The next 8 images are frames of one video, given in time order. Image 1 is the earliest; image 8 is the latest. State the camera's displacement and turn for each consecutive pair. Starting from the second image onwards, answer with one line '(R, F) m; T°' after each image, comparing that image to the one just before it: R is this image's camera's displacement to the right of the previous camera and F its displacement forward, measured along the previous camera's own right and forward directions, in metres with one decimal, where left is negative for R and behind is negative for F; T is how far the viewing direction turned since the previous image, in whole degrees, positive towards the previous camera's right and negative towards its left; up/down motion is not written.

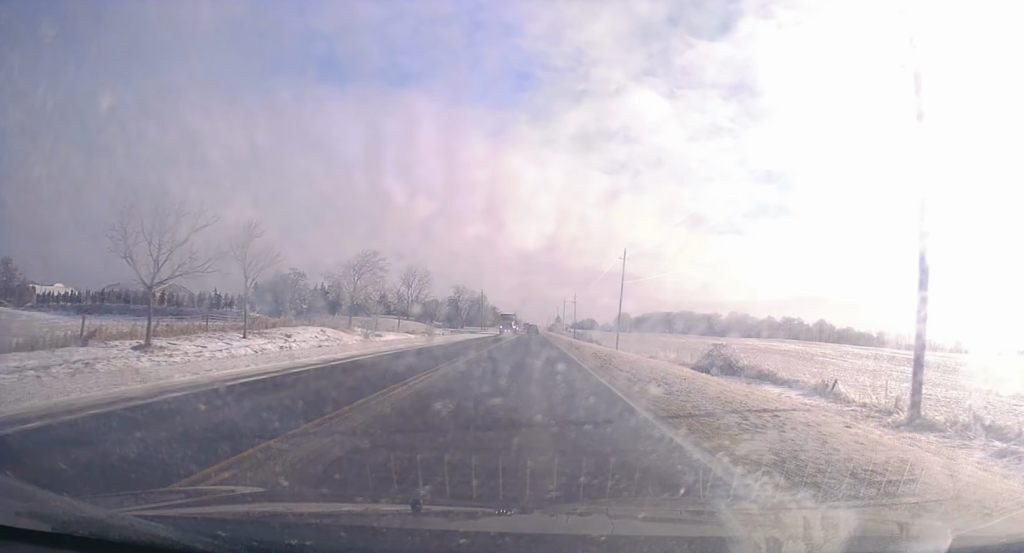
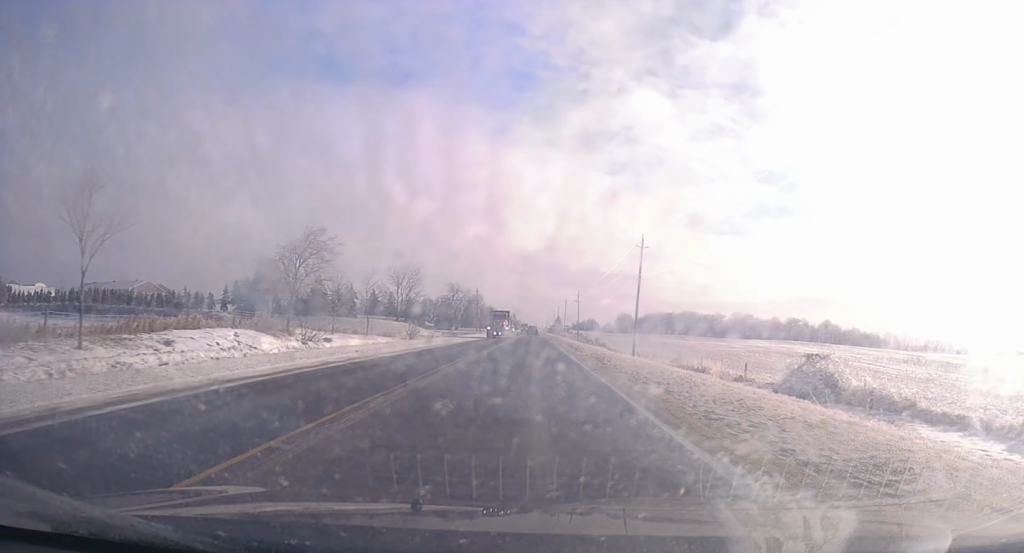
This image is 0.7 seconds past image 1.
(+0.2, +14.4) m; 0°
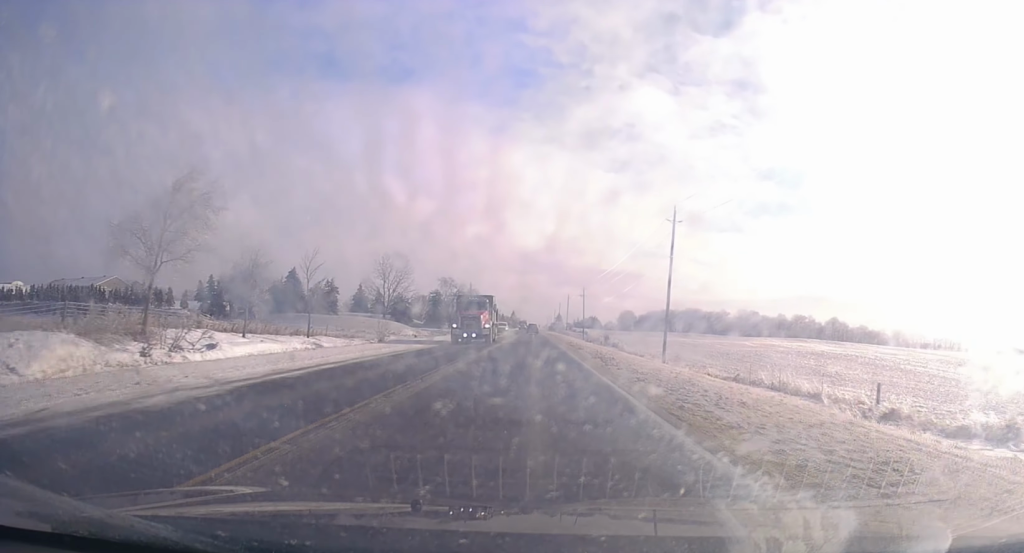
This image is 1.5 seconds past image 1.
(0.0, +16.5) m; -1°
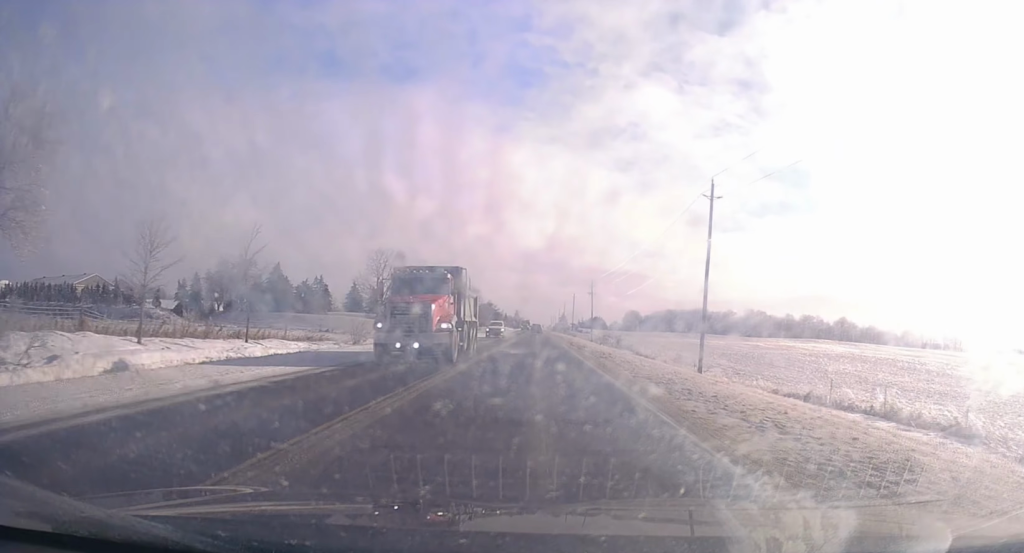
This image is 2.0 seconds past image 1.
(-0.1, +10.5) m; -1°
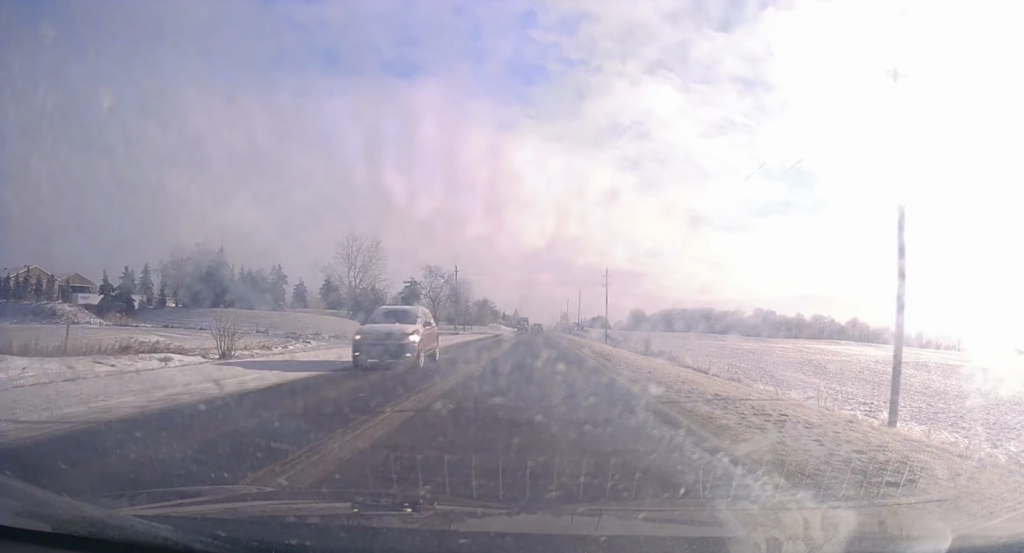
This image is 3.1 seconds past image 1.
(-0.5, +24.4) m; +1°
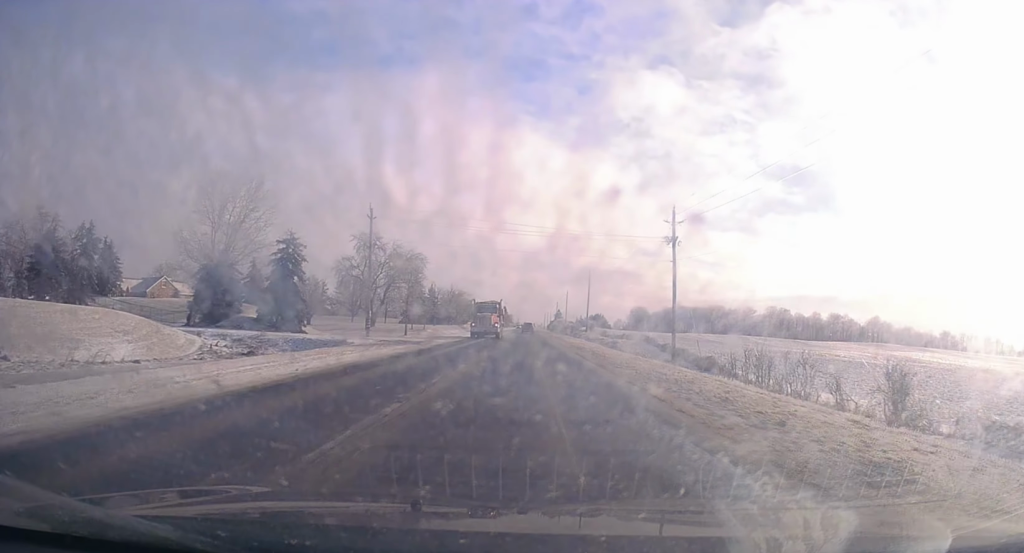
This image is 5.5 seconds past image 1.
(+1.7, +53.4) m; +2°
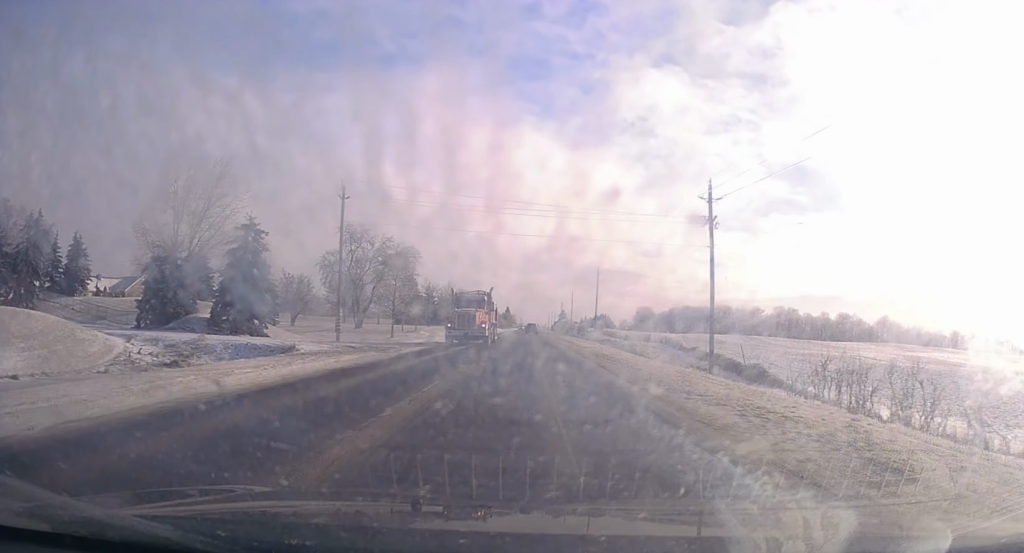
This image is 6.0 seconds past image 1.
(+0.3, +9.5) m; 0°
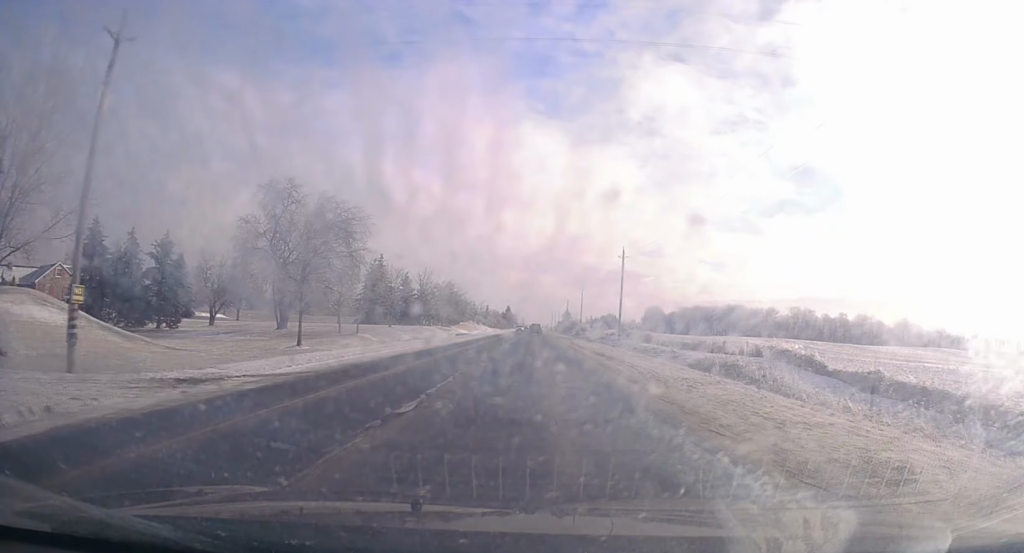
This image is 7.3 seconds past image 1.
(-0.6, +28.4) m; -1°
